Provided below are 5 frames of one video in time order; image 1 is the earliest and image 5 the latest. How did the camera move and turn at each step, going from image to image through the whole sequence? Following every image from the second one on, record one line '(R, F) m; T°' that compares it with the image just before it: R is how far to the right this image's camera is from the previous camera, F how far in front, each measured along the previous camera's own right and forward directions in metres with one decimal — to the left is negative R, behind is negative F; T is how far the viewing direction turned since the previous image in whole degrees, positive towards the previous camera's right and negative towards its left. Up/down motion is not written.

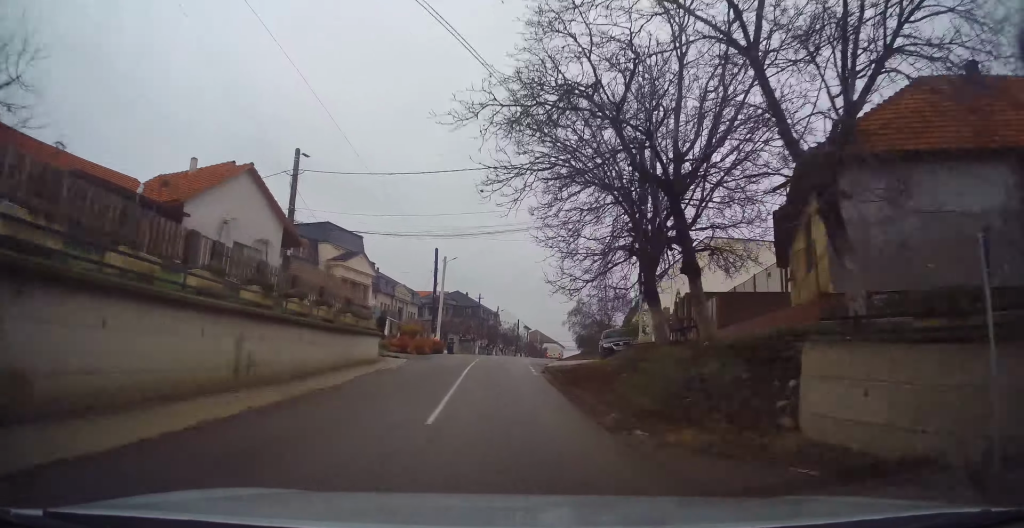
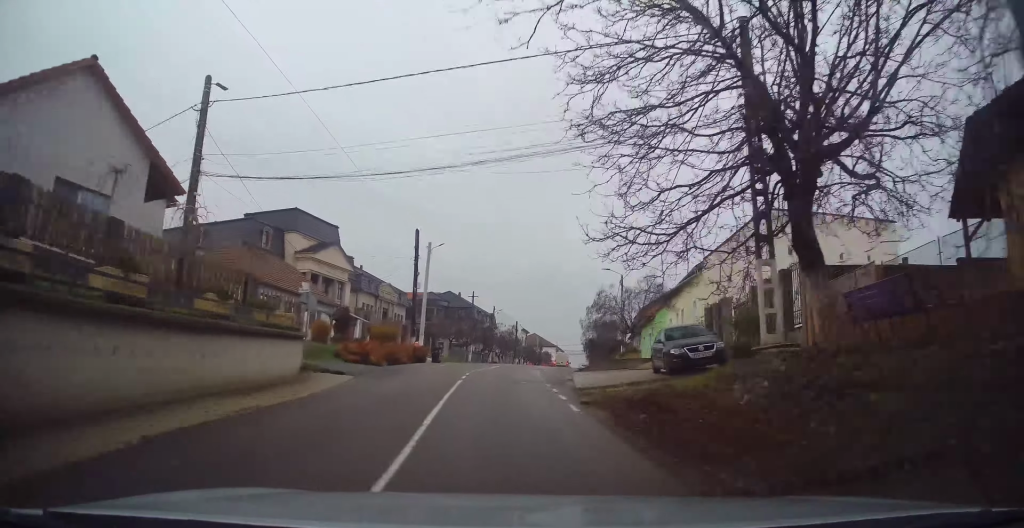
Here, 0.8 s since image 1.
(+0.2, +9.7) m; +1°
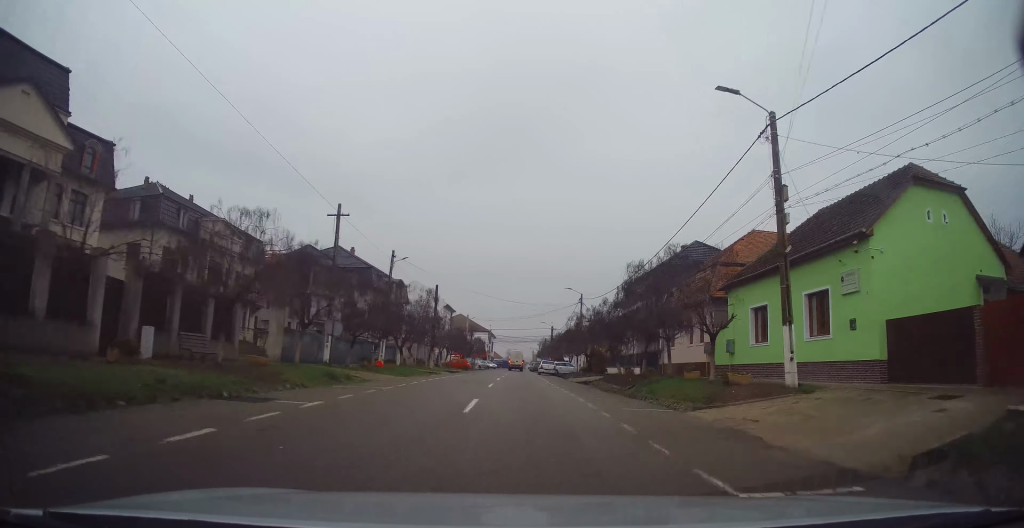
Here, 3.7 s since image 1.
(+1.8, +36.1) m; +8°
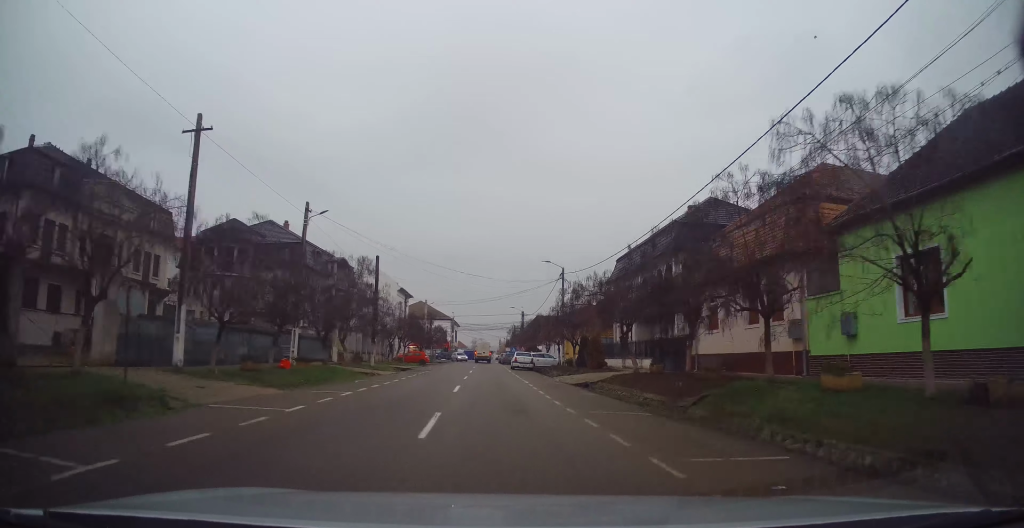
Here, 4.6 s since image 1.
(+0.6, +11.5) m; +3°
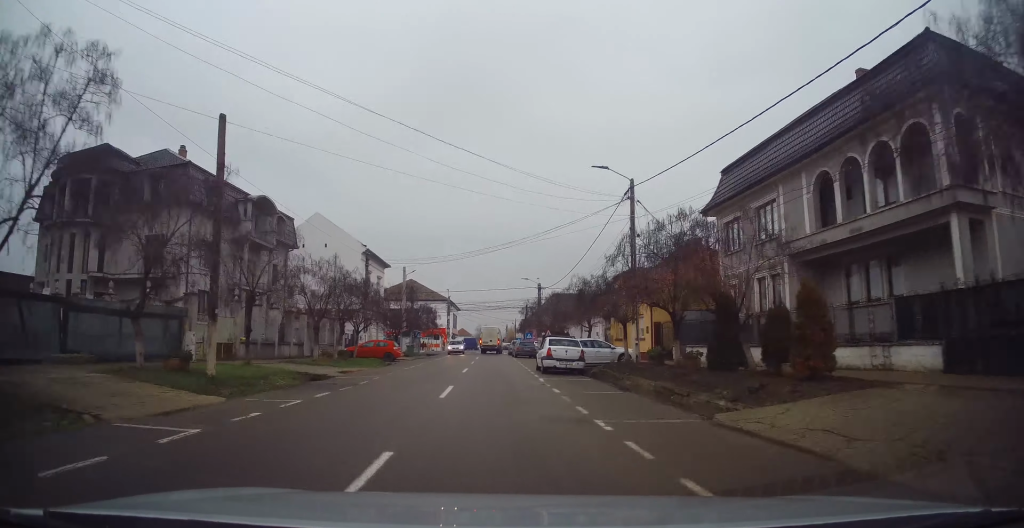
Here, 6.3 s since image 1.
(+0.2, +21.7) m; +1°
